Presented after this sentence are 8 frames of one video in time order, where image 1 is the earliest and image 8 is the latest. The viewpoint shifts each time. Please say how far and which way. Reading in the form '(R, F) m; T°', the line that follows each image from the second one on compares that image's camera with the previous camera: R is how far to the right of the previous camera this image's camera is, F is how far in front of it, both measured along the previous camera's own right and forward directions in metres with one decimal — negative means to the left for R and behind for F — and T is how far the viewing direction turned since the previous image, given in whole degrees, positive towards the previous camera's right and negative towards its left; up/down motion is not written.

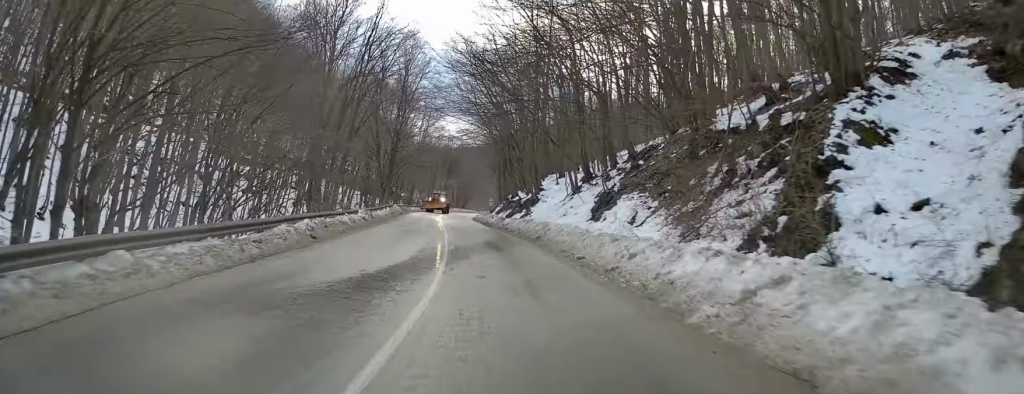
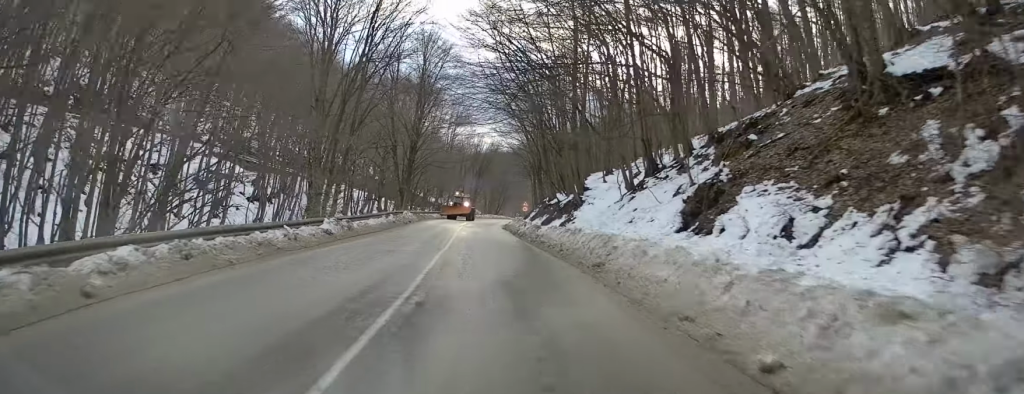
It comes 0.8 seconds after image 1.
(-0.4, +10.0) m; -3°
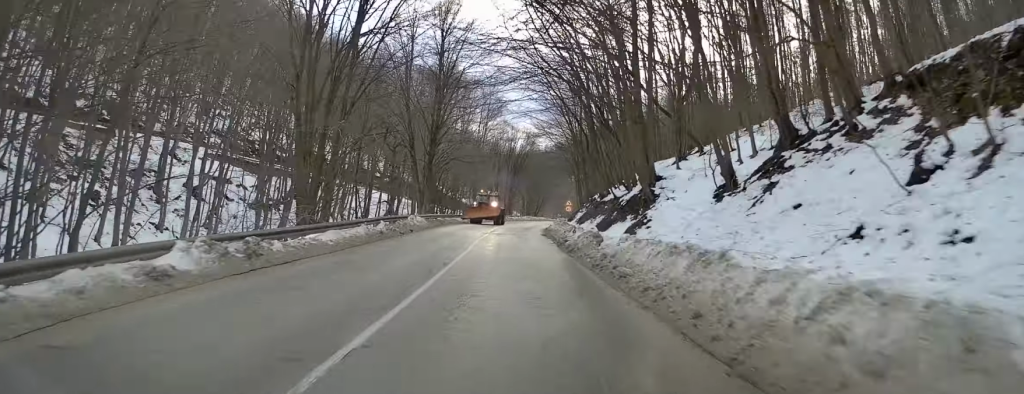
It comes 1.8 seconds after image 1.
(-0.3, +10.9) m; -1°
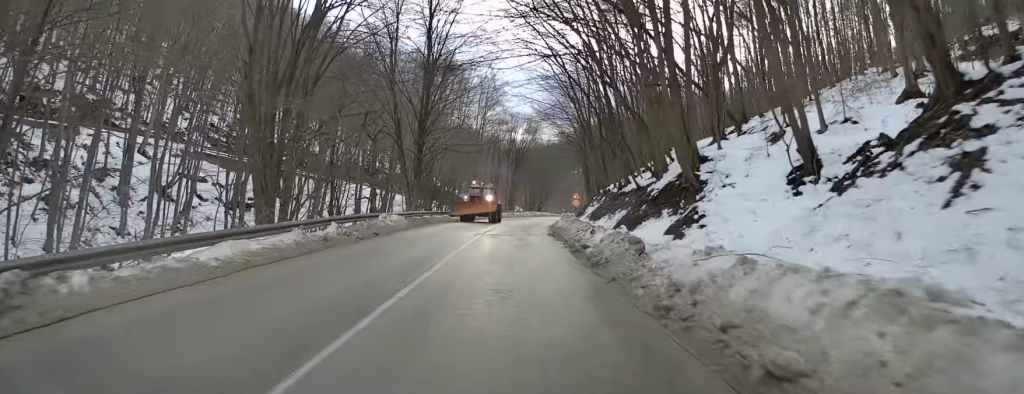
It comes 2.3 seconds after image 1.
(0.0, +6.5) m; 0°
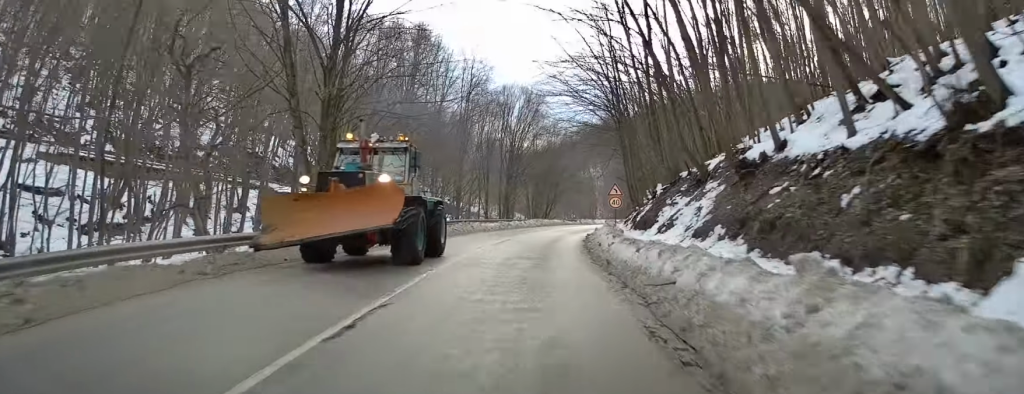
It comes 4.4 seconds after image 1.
(-0.4, +23.8) m; -3°
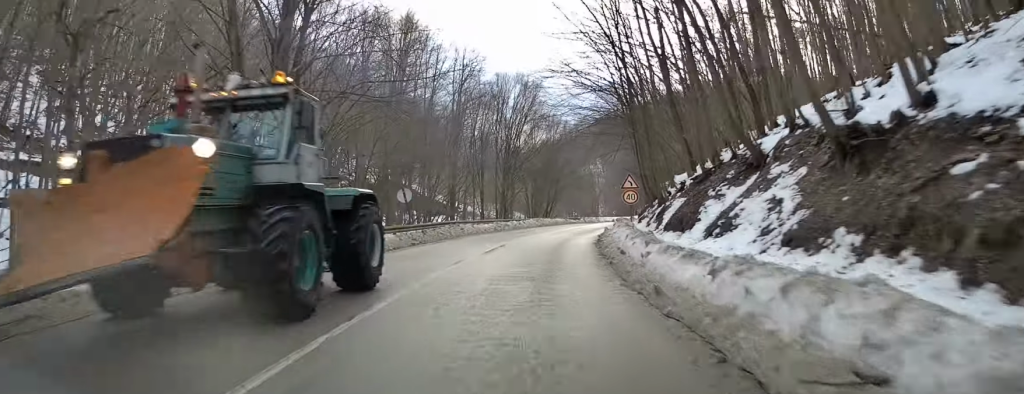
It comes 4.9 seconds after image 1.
(0.0, +5.2) m; 0°
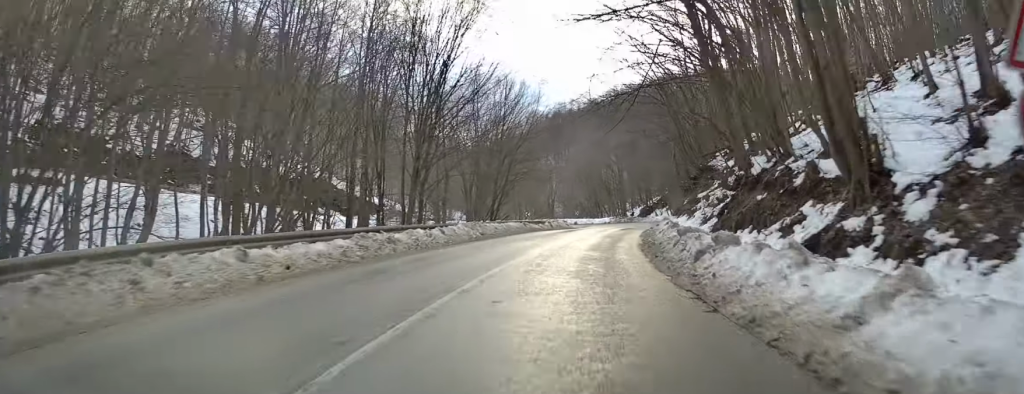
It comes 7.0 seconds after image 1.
(+1.2, +24.1) m; +10°
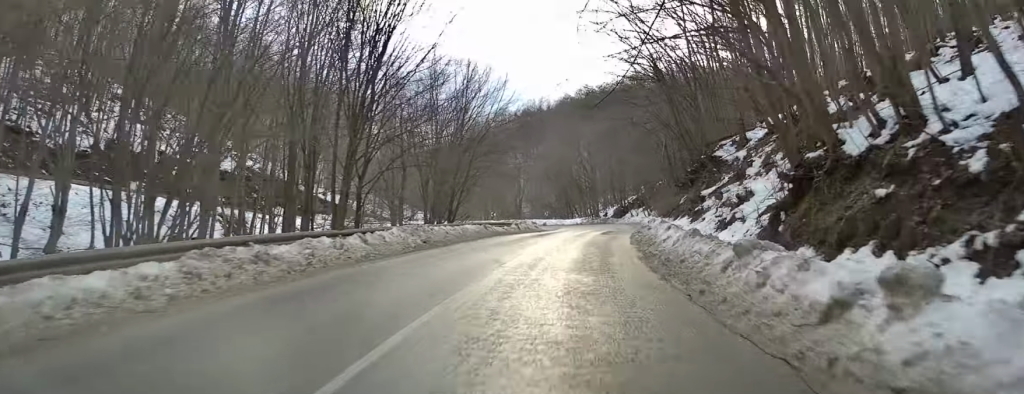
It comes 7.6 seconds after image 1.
(+0.3, +6.7) m; +5°
